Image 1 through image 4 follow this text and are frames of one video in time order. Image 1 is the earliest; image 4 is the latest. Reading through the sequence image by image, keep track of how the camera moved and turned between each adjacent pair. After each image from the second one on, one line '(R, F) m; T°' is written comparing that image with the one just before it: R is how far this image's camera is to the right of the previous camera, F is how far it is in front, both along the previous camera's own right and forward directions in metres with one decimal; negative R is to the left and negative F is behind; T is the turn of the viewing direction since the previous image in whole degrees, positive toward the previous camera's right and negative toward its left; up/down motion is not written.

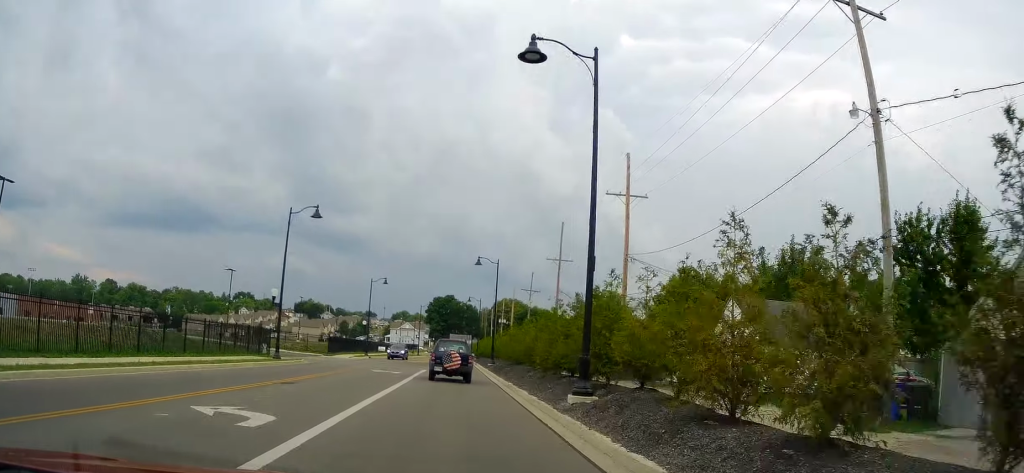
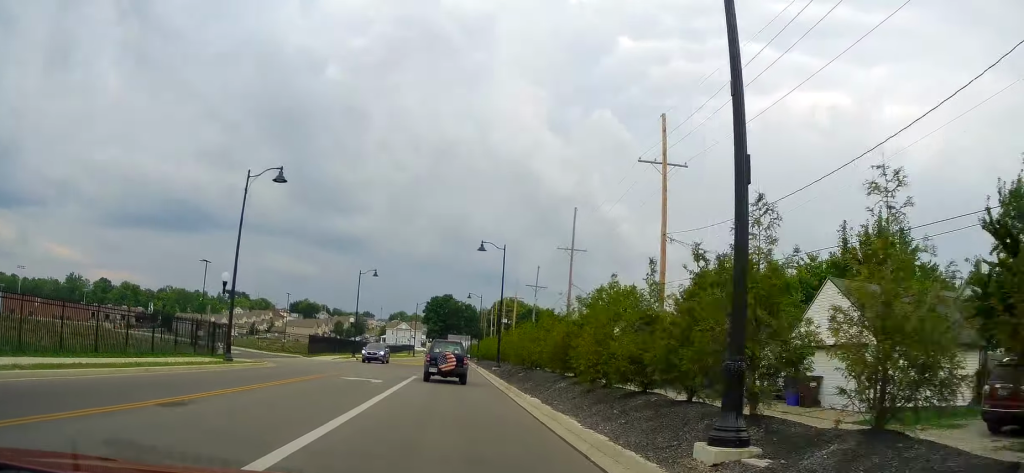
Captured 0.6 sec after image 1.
(-0.3, +7.9) m; -3°
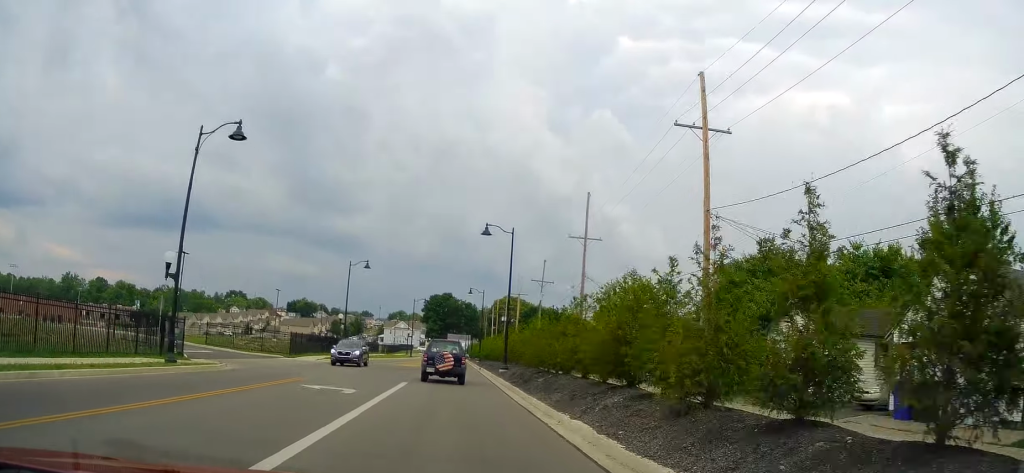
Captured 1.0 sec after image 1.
(-0.2, +6.1) m; -1°
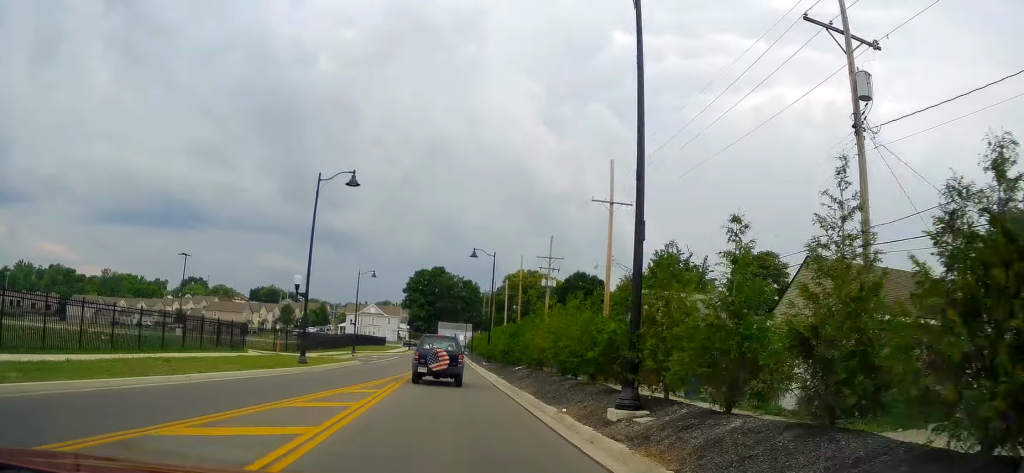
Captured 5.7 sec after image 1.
(+3.0, +68.2) m; +4°
